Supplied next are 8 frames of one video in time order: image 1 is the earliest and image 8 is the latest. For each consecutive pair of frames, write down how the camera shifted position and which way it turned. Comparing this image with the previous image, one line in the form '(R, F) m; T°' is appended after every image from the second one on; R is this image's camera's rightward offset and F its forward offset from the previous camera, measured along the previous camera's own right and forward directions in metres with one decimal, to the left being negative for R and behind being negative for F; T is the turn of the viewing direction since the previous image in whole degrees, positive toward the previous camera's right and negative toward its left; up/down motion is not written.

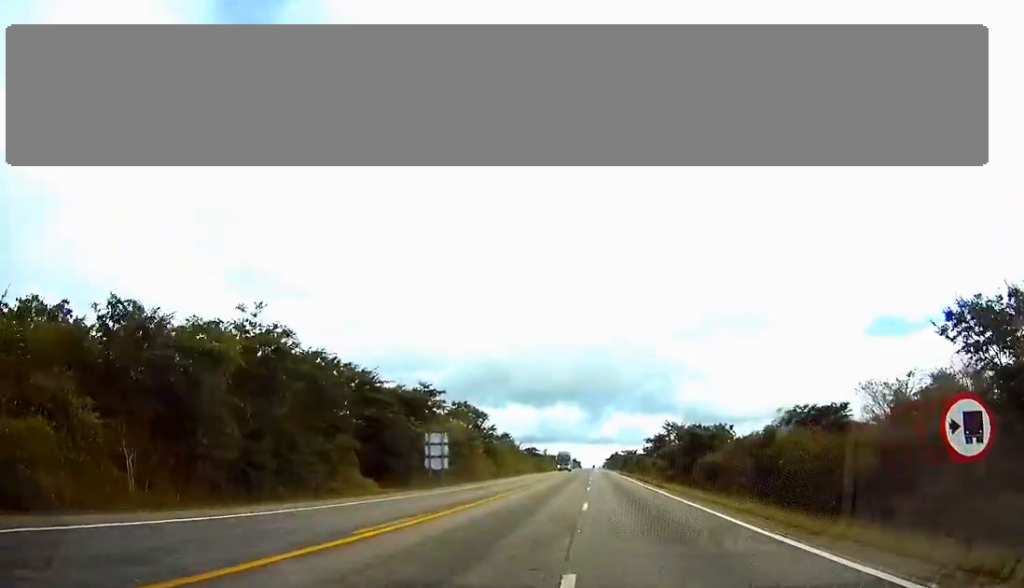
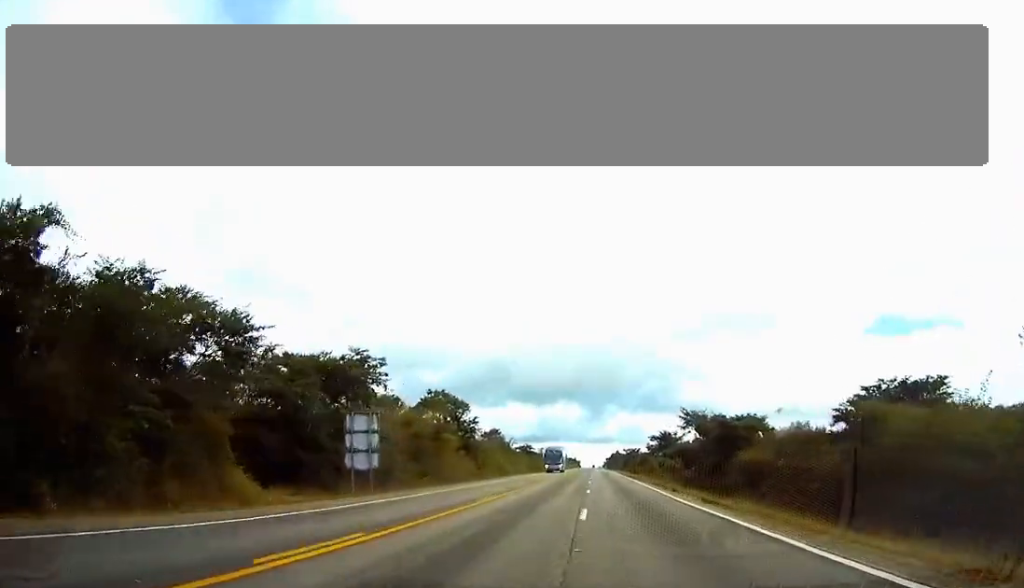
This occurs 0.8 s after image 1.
(0.0, +20.8) m; 0°
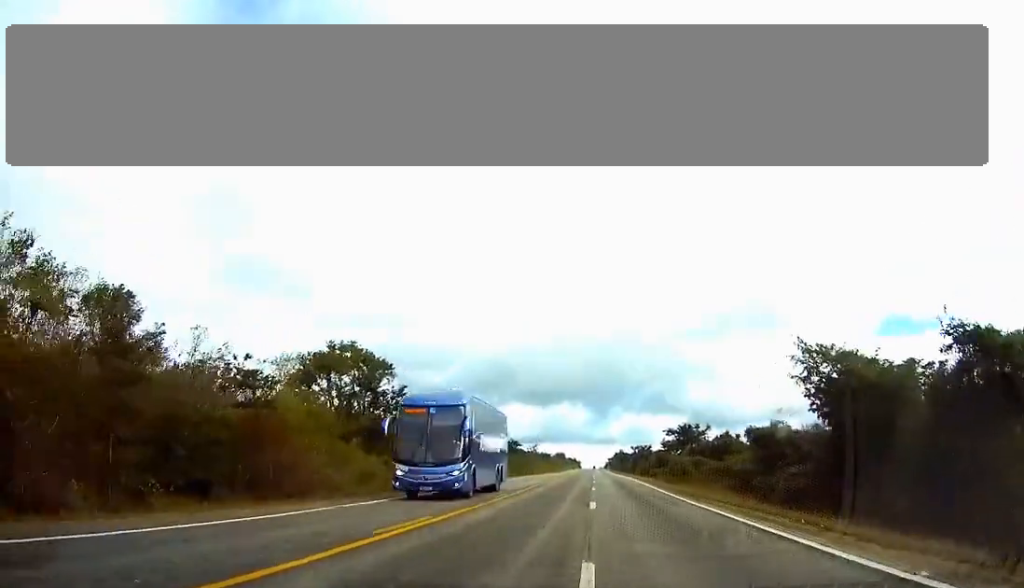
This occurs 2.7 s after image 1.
(+0.1, +46.3) m; 0°
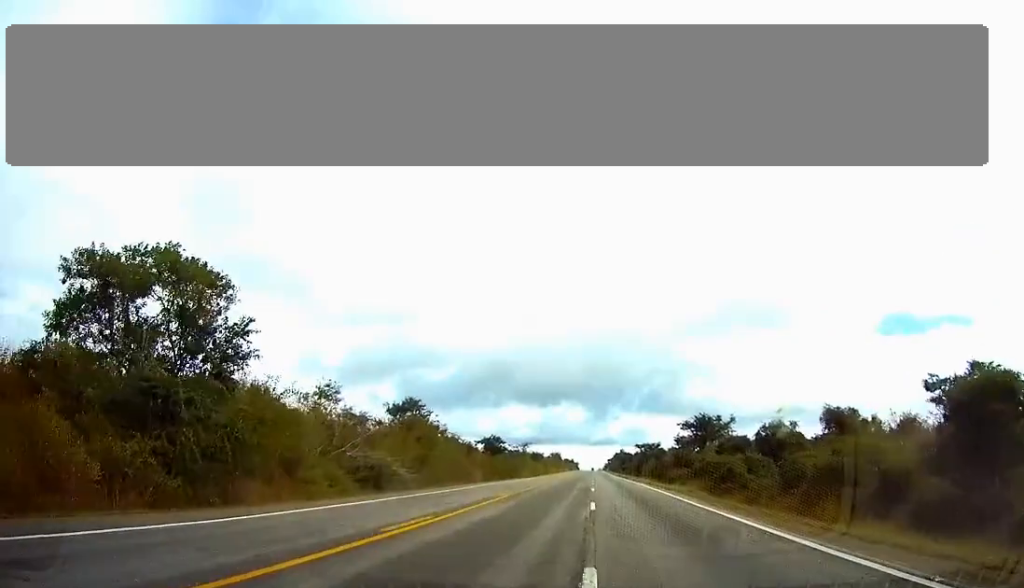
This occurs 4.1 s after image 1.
(0.0, +33.8) m; 0°
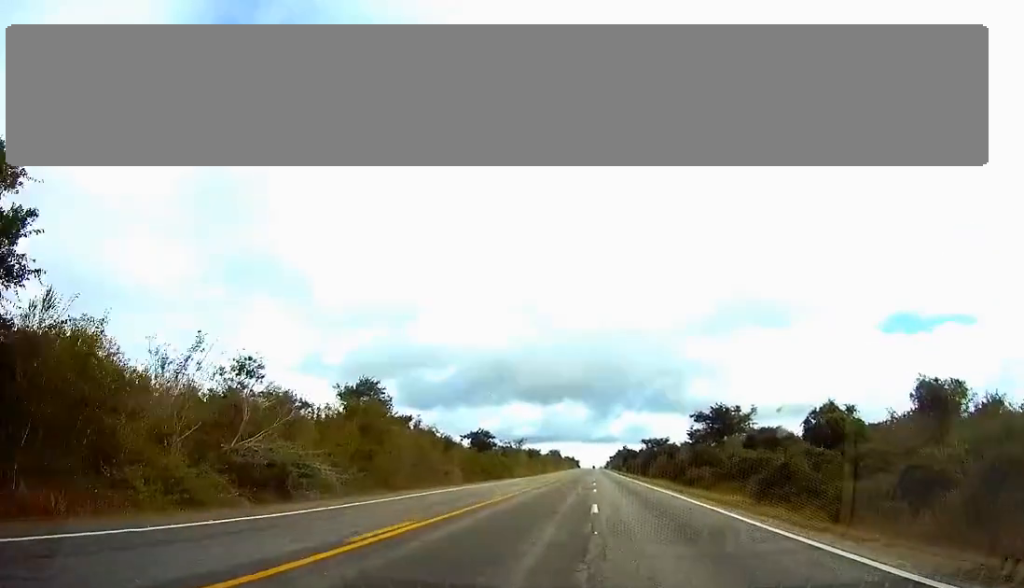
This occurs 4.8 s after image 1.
(0.0, +19.1) m; 0°
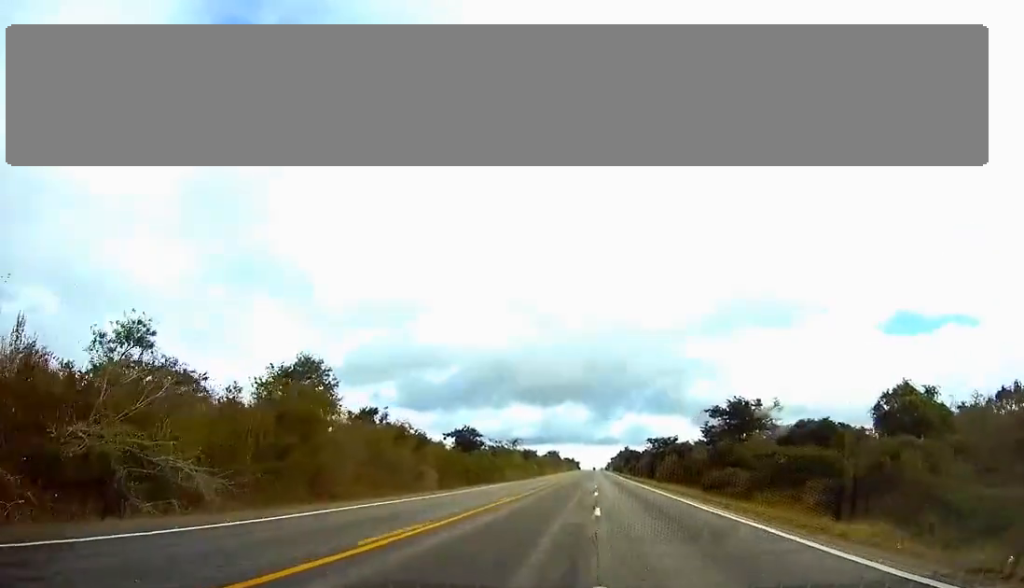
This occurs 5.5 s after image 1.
(0.0, +16.6) m; 0°
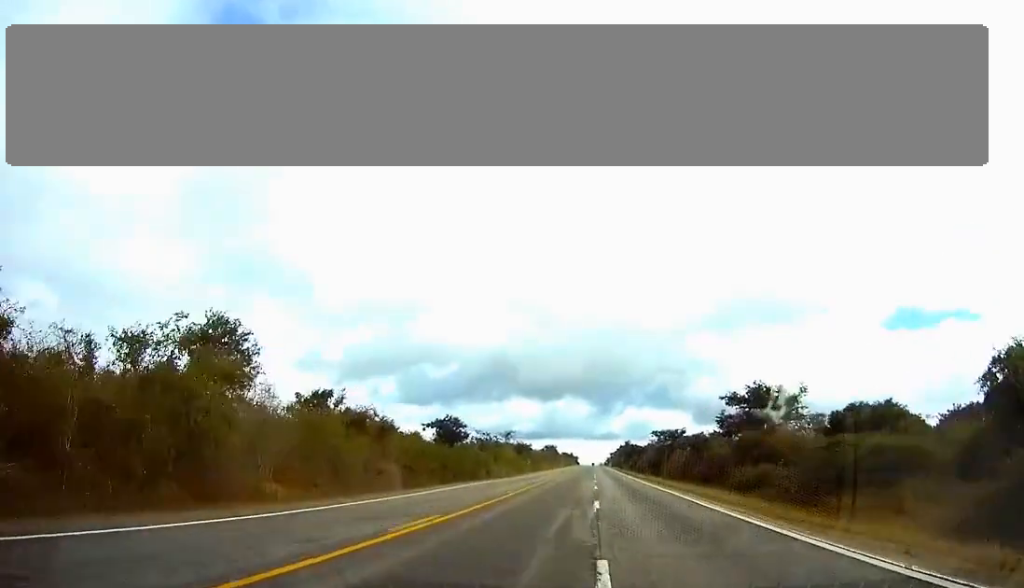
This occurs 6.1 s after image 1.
(0.0, +15.0) m; 0°
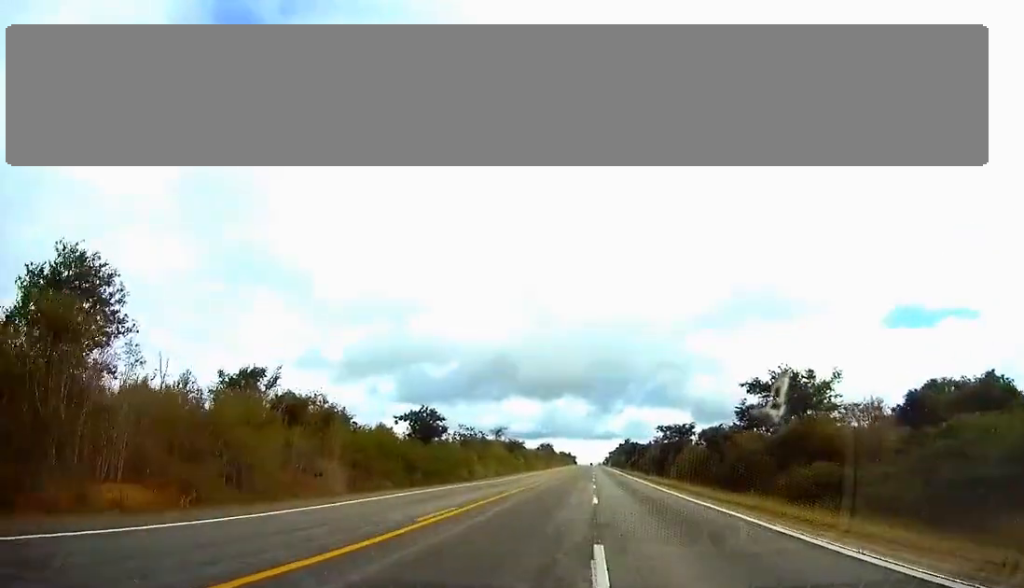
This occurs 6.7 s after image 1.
(0.0, +15.1) m; 0°
